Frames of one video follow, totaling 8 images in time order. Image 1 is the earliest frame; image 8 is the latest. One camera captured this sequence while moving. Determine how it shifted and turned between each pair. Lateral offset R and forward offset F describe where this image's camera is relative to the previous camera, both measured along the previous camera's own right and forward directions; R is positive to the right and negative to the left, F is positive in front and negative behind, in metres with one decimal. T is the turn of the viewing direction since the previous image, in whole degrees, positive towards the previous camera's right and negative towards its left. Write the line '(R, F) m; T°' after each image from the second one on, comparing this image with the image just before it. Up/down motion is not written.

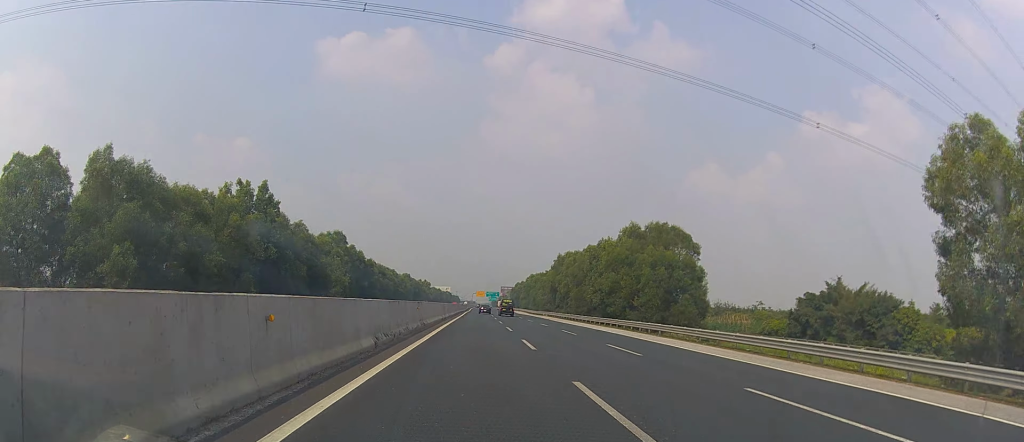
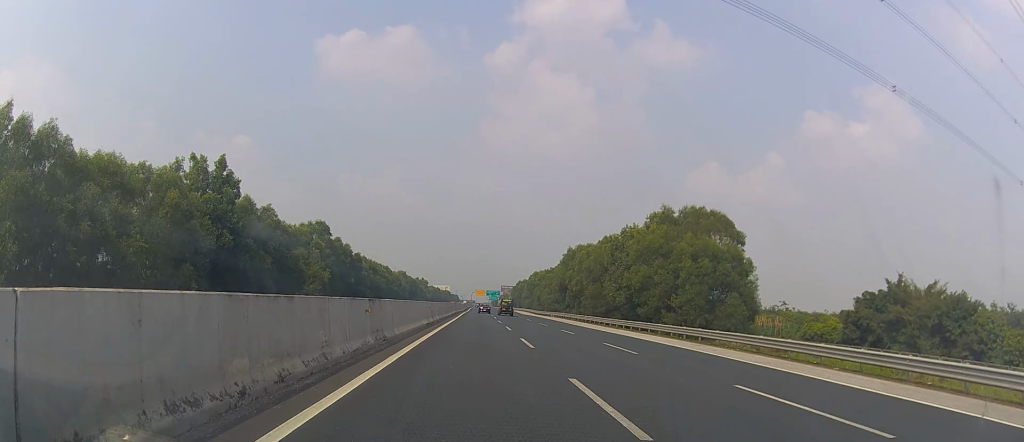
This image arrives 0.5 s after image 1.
(-0.1, +15.5) m; 0°
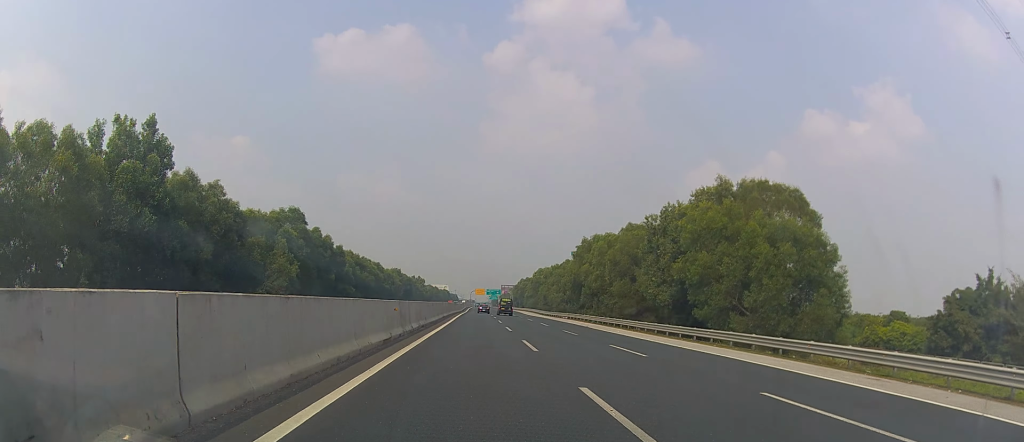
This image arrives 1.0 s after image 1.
(0.0, +16.9) m; 0°
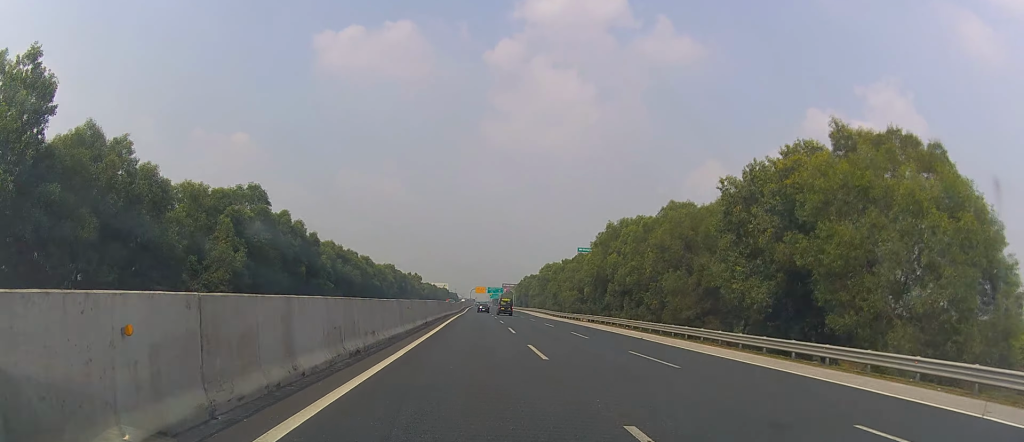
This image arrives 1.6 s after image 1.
(-0.1, +19.4) m; +1°
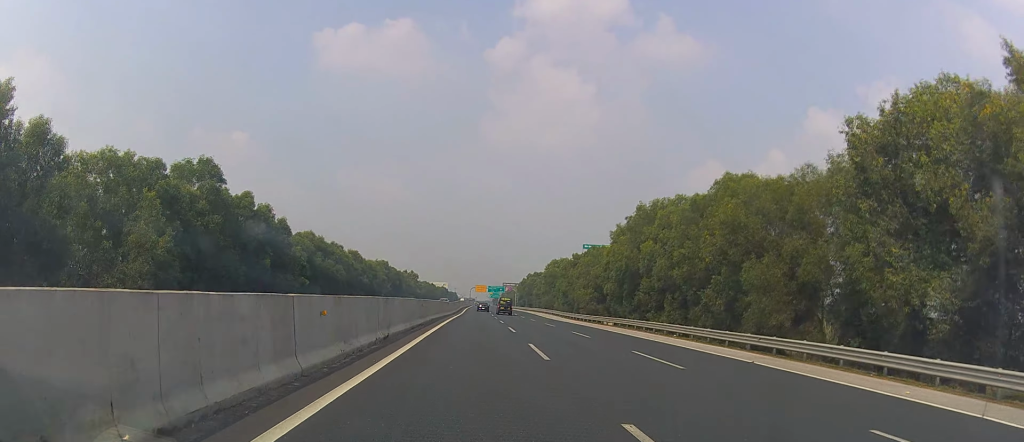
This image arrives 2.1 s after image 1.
(+0.2, +16.8) m; +1°
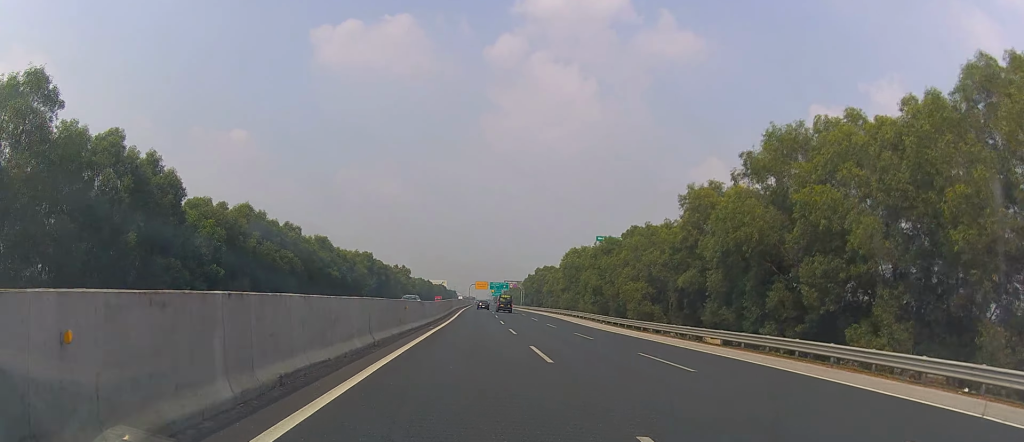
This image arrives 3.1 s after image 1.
(+0.5, +32.3) m; 0°
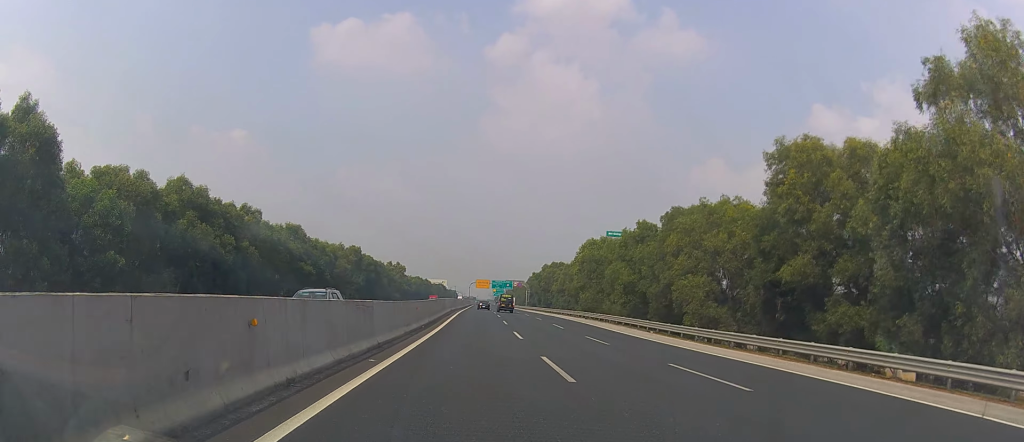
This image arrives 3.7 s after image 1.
(+0.2, +19.3) m; -1°
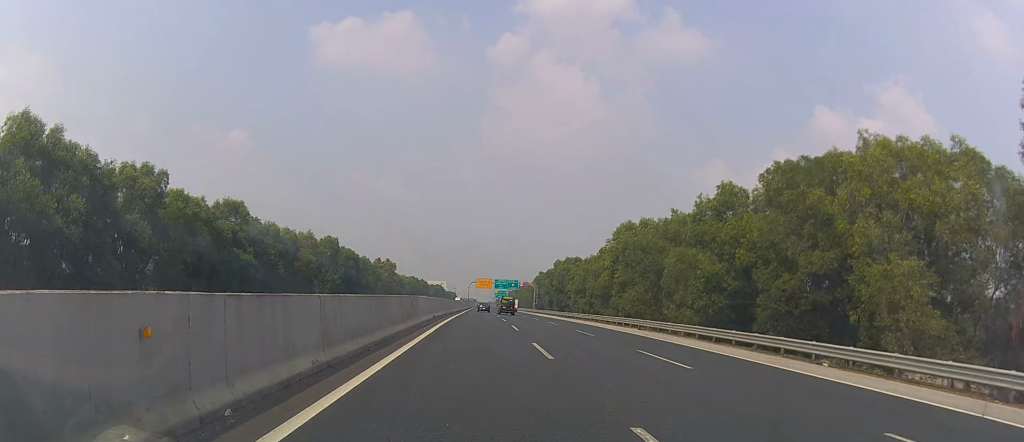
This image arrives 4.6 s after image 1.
(-0.9, +27.1) m; -1°
